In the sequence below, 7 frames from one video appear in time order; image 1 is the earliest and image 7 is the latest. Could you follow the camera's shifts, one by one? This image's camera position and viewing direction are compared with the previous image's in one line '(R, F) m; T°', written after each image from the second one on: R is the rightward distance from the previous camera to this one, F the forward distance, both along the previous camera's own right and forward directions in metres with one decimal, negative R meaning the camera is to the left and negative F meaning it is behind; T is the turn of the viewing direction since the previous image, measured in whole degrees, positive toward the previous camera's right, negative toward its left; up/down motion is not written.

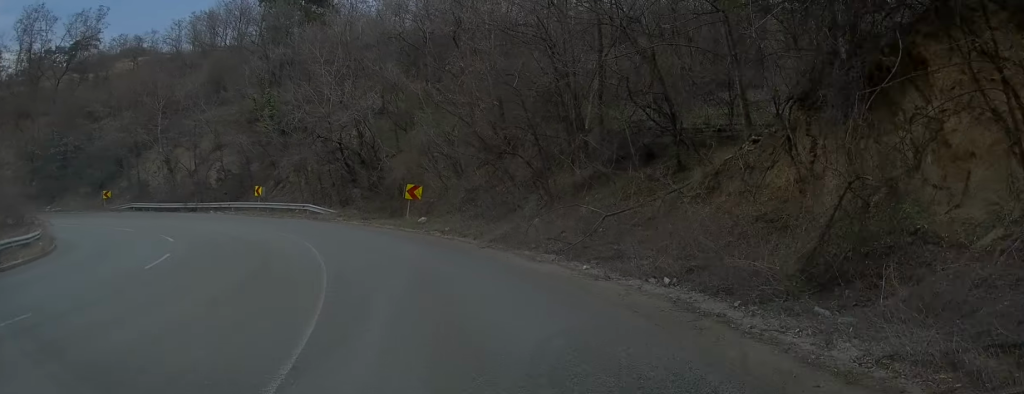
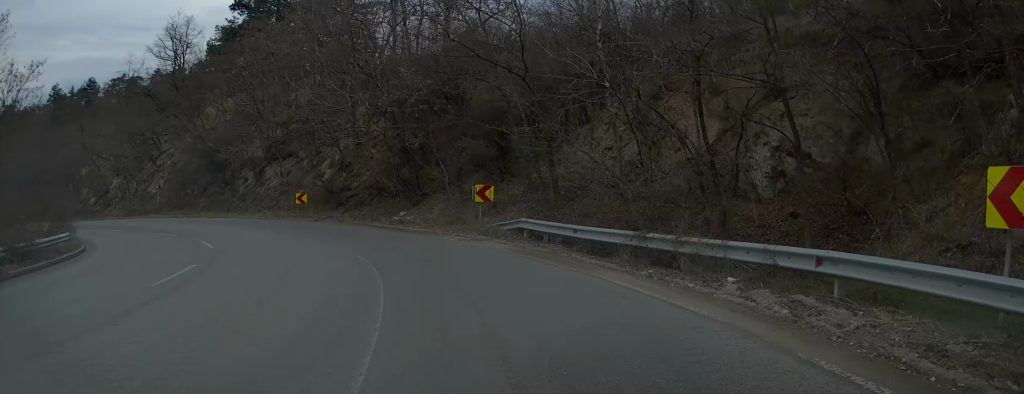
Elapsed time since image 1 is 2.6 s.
(-11.2, +22.6) m; -51°
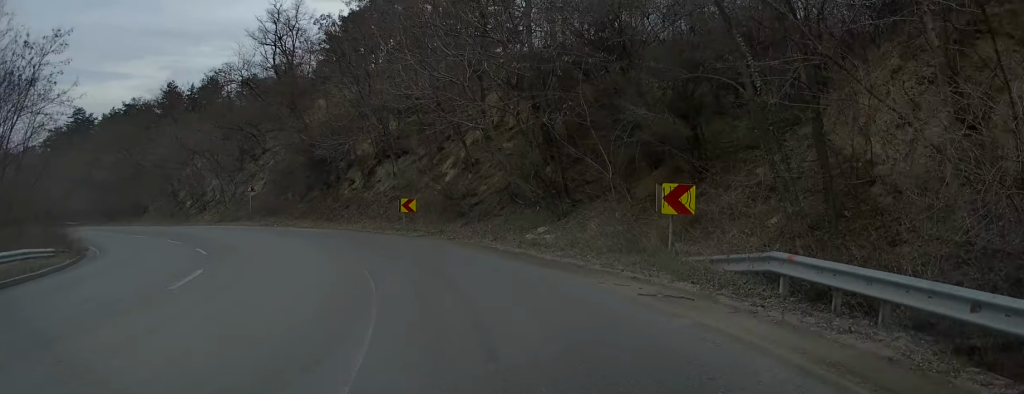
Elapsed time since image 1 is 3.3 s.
(-0.5, +8.1) m; -8°
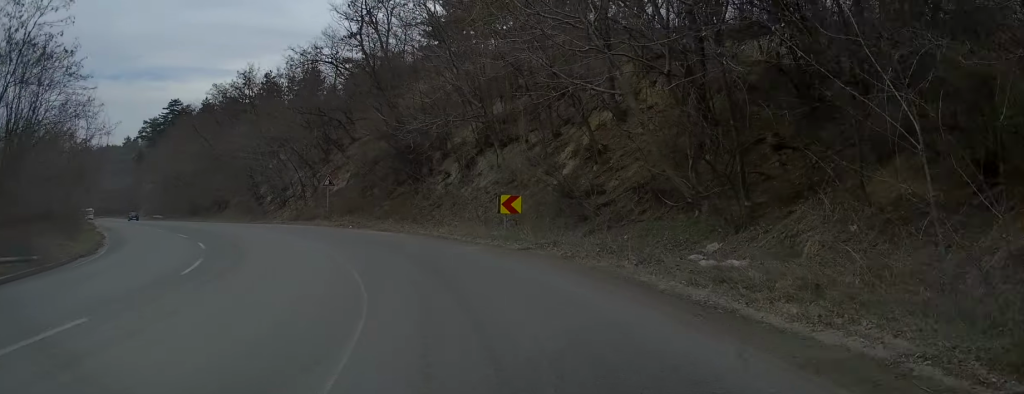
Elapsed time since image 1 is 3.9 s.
(-0.4, +7.0) m; -5°
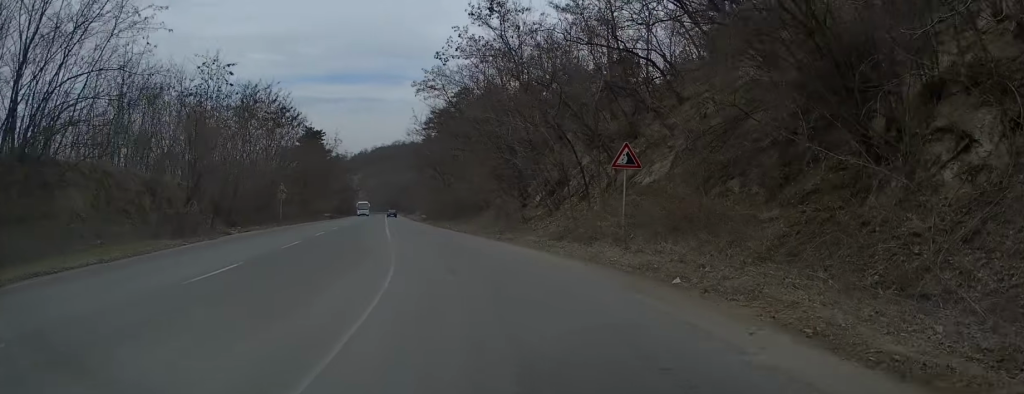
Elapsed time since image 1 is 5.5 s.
(-4.9, +23.9) m; -28°
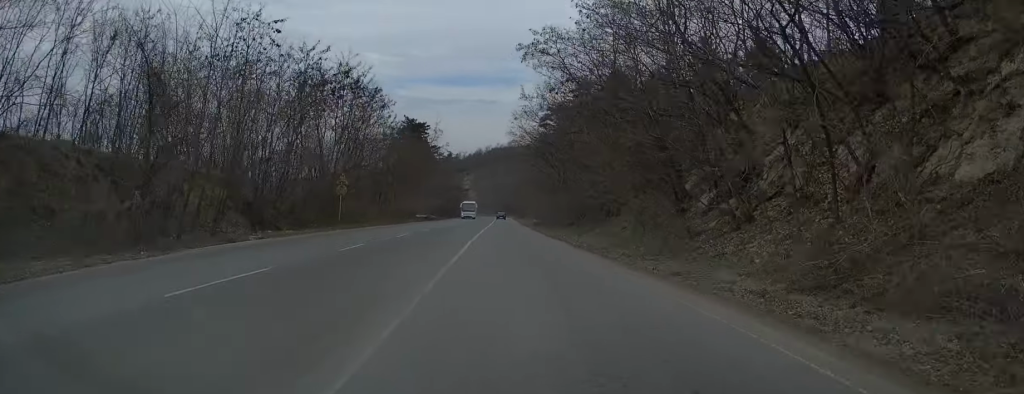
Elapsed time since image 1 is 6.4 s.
(-2.7, +14.6) m; -15°
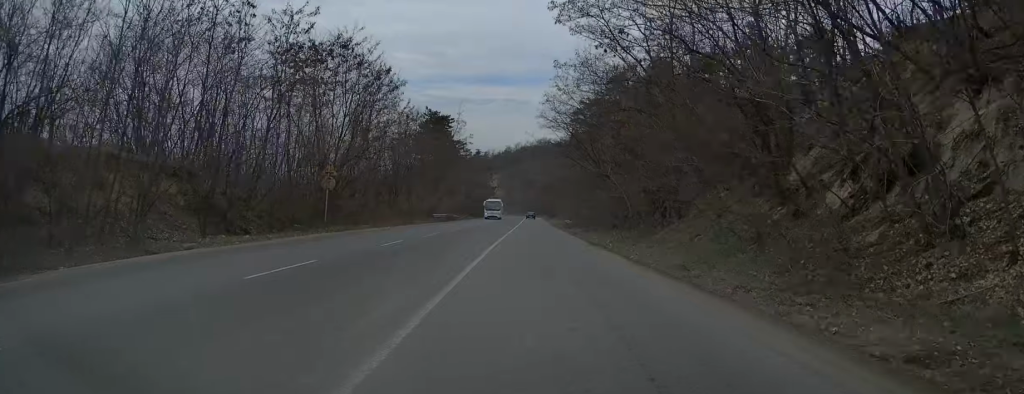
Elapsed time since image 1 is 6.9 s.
(-0.8, +9.3) m; -3°
